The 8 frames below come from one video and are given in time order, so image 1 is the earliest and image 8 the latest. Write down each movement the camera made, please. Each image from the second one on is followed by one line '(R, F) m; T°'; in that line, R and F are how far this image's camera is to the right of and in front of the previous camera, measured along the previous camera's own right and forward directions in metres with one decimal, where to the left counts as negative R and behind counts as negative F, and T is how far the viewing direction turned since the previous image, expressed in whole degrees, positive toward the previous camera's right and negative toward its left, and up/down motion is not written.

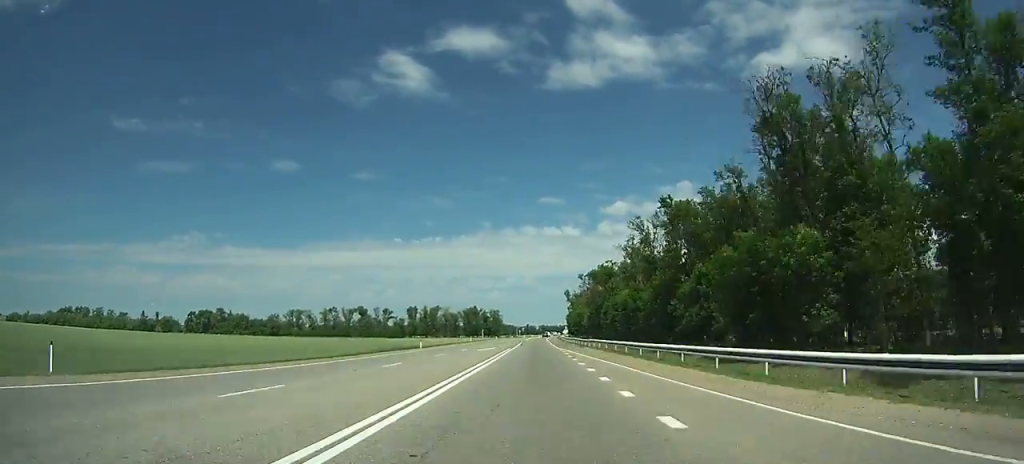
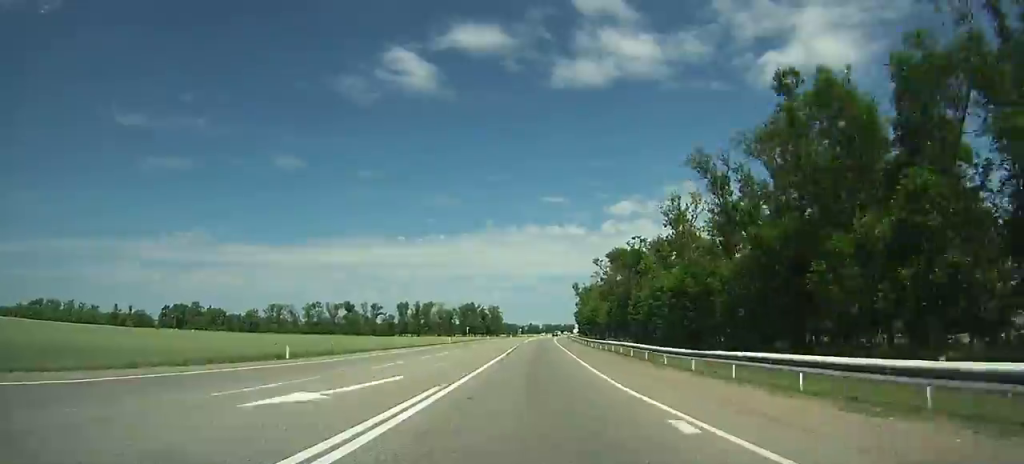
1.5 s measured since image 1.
(0.0, +35.5) m; 0°
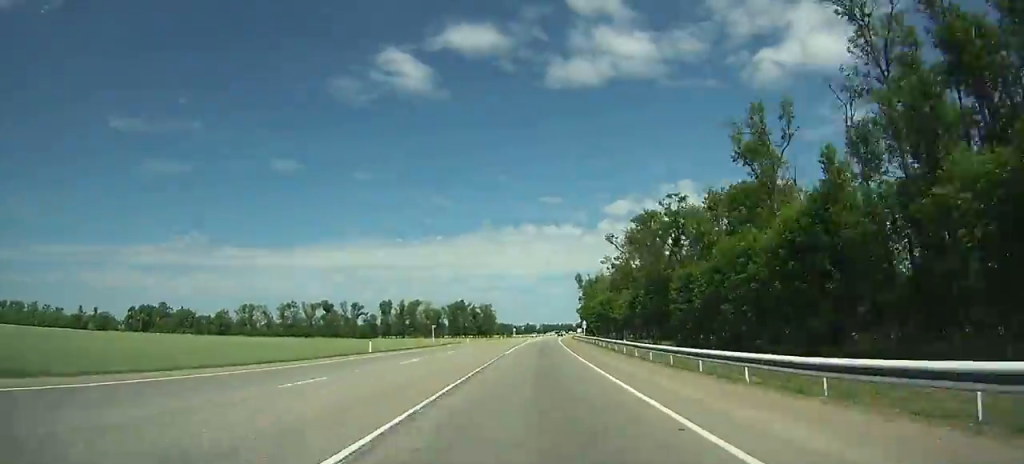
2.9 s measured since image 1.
(0.0, +33.5) m; 0°
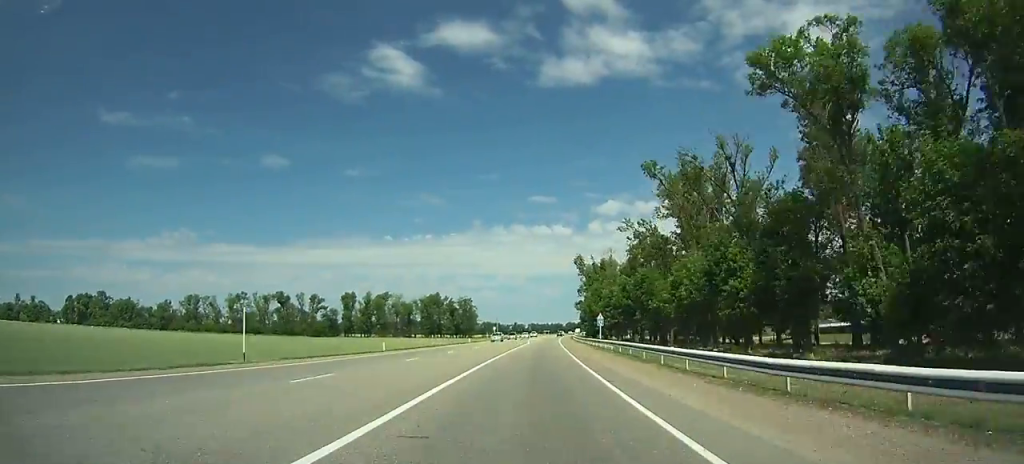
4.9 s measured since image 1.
(+0.1, +48.0) m; +1°
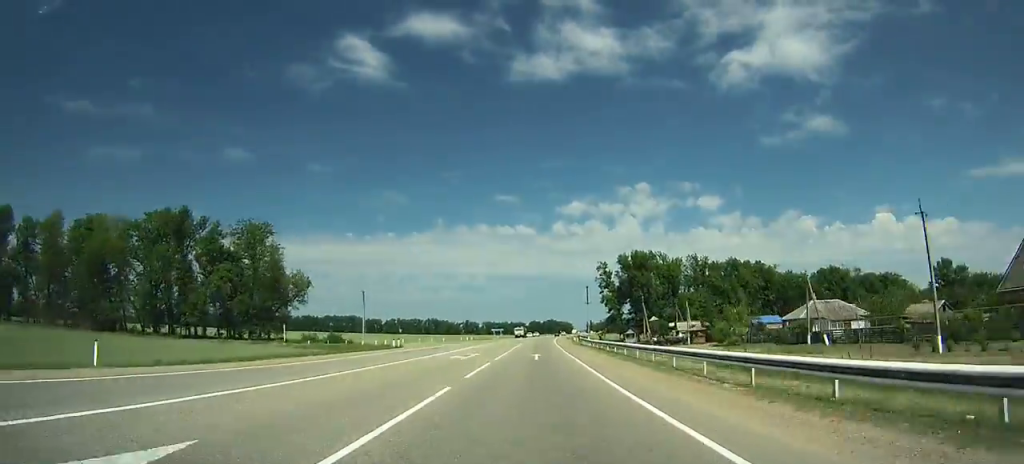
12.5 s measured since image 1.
(+6.1, +186.4) m; +4°
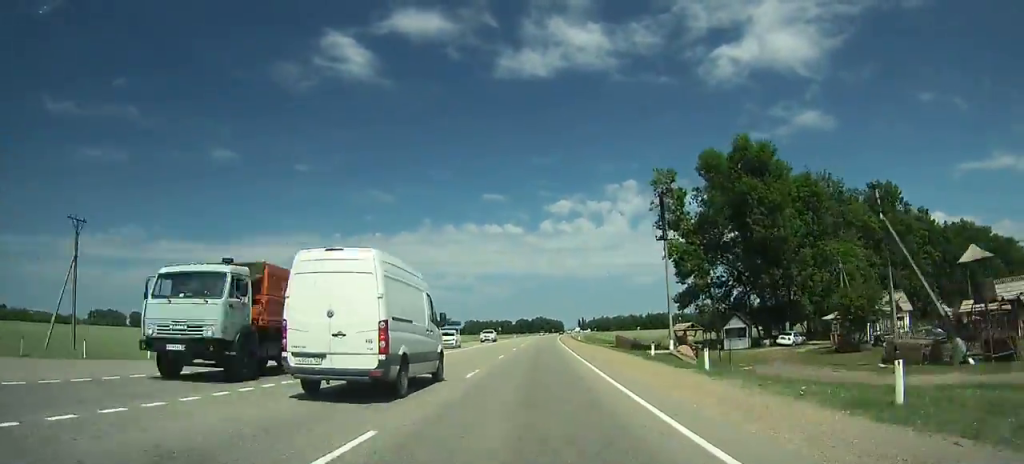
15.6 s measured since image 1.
(+0.9, +76.4) m; +1°
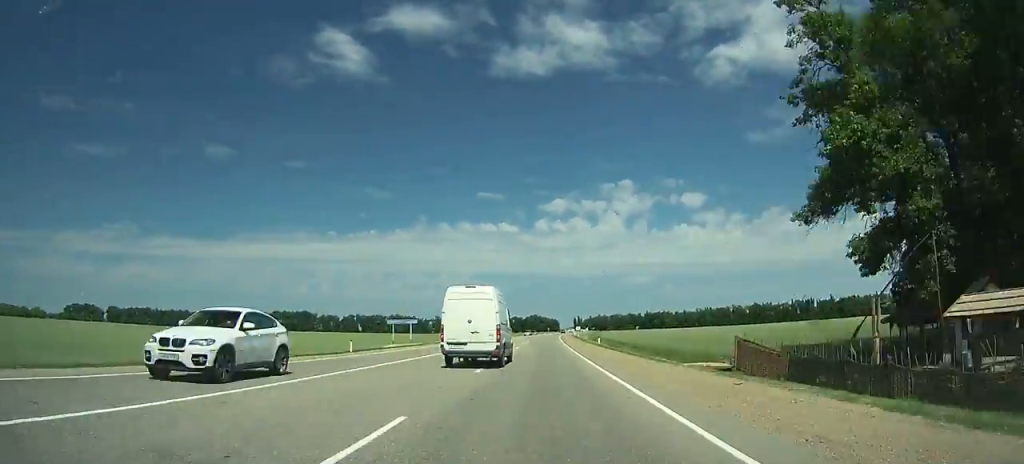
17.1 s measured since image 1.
(+0.2, +35.6) m; +1°
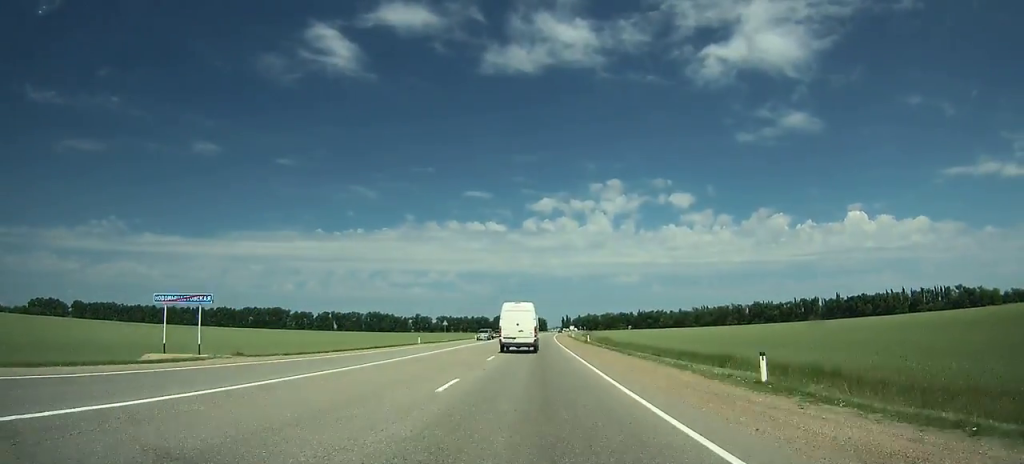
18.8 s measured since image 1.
(+0.1, +39.2) m; +1°
